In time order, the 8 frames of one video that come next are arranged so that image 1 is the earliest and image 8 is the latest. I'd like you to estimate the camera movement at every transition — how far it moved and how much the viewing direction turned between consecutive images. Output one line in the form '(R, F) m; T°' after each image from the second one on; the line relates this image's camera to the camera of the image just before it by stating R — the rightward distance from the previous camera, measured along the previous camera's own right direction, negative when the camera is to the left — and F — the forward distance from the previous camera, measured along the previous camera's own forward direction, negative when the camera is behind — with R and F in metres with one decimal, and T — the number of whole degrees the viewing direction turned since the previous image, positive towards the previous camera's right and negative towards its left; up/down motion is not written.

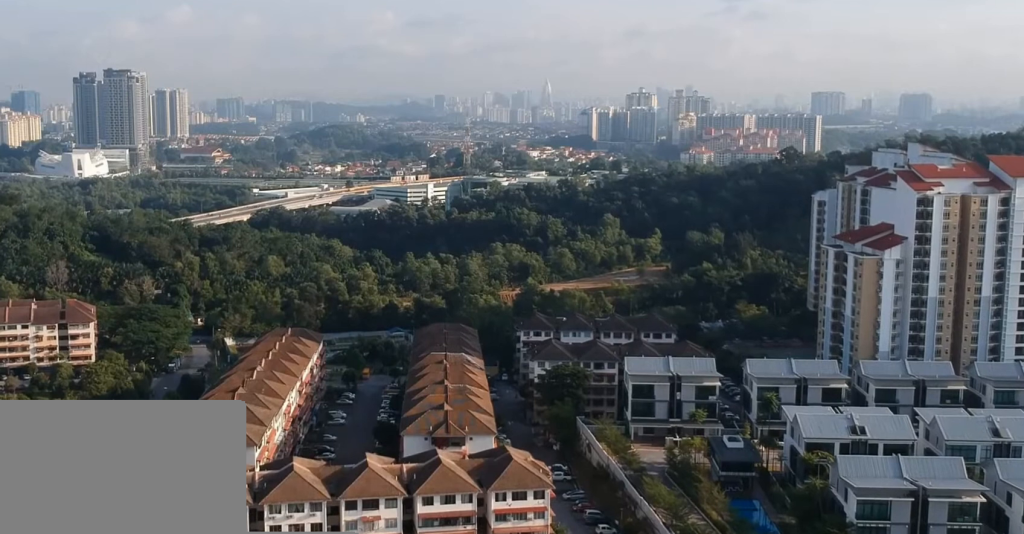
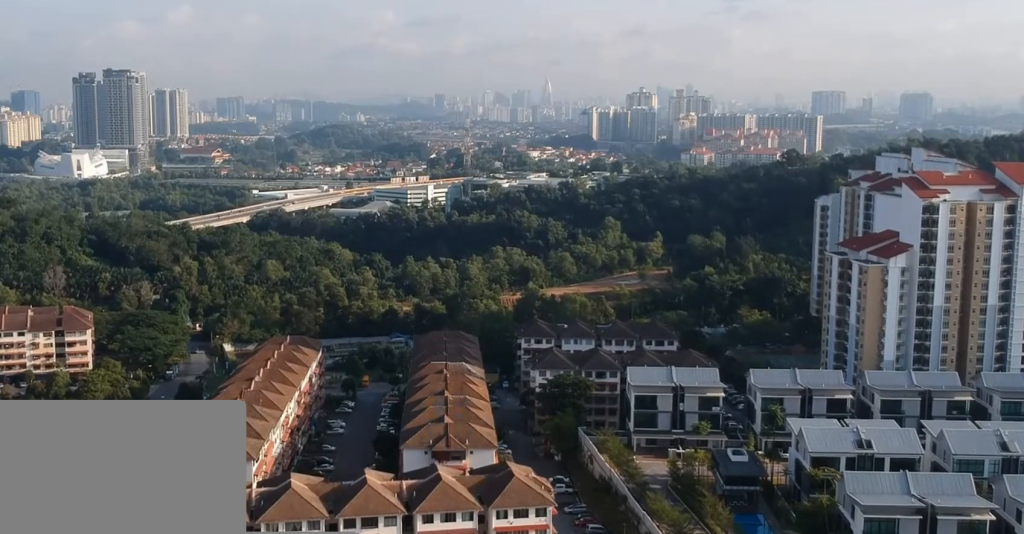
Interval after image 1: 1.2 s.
(0.0, +3.4) m; 0°
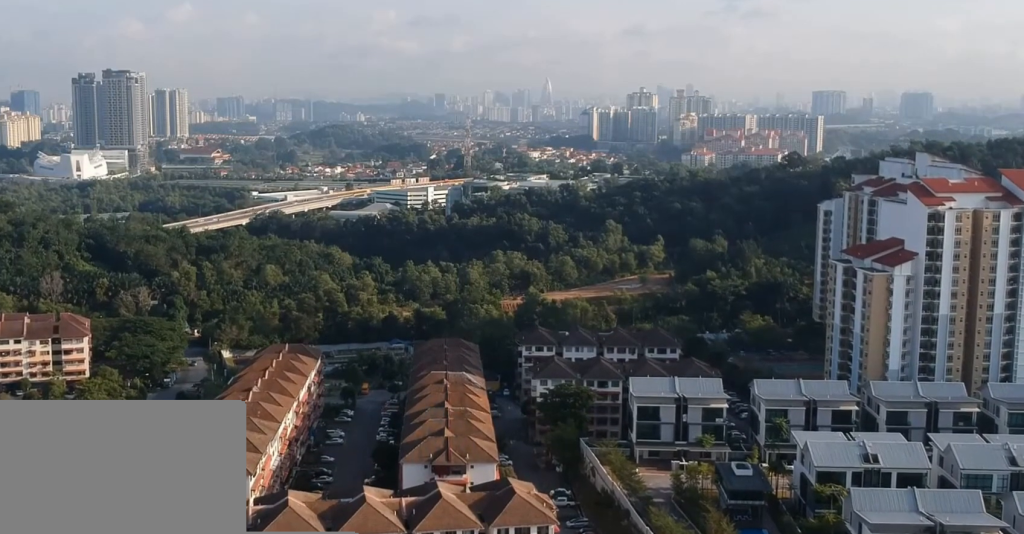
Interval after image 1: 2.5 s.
(0.0, +3.4) m; -2°
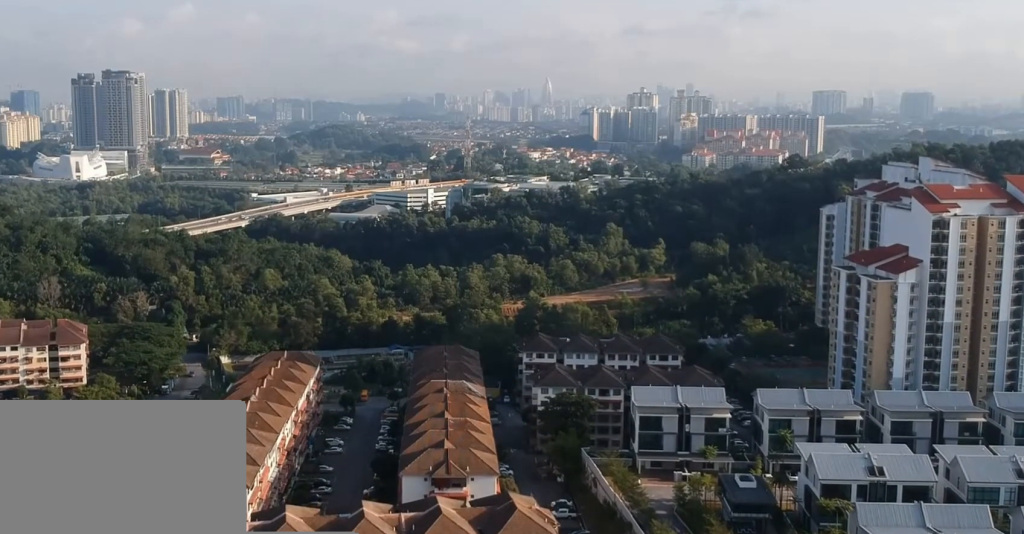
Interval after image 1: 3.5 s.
(0.0, +2.8) m; -1°
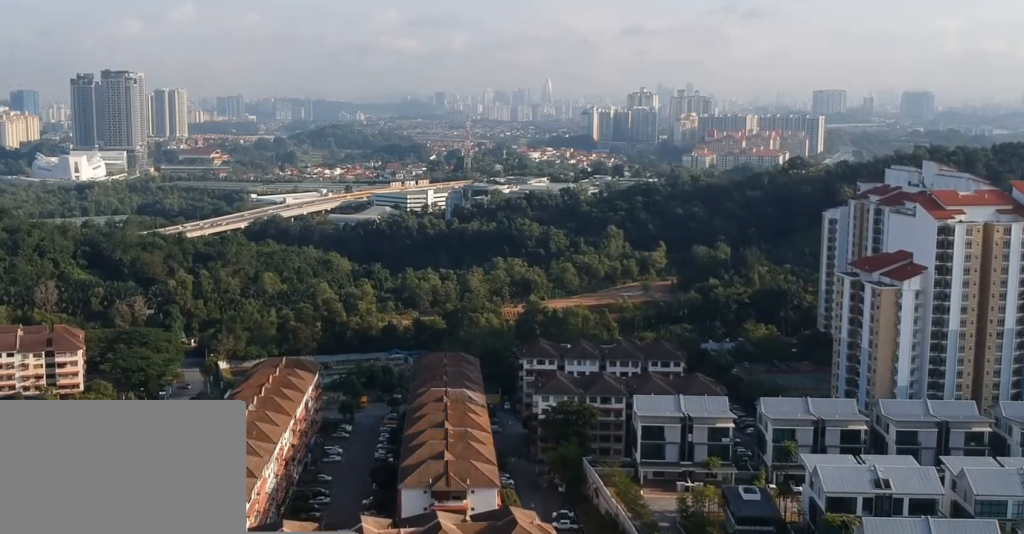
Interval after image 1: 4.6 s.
(0.0, +2.9) m; 0°
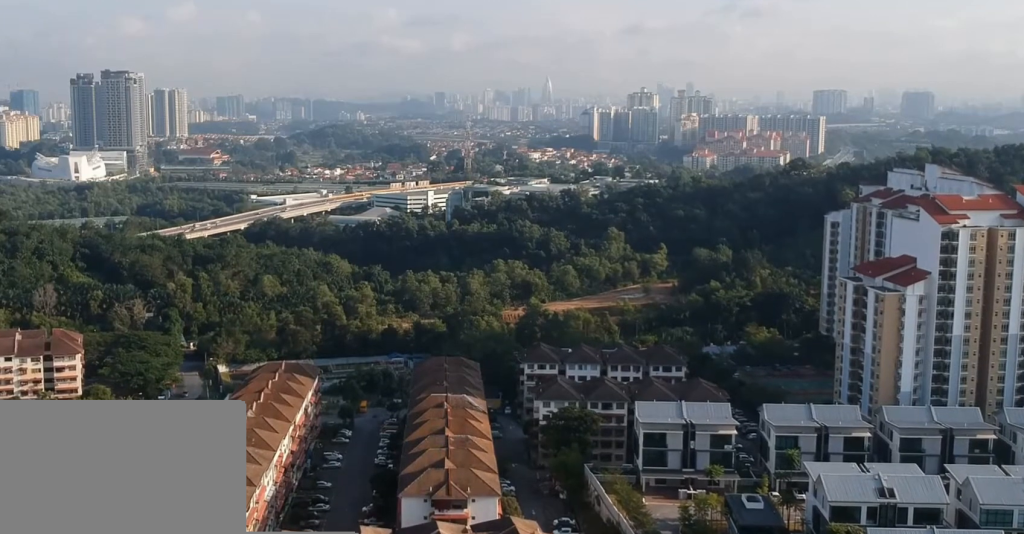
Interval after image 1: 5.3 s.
(0.0, +1.8) m; 0°
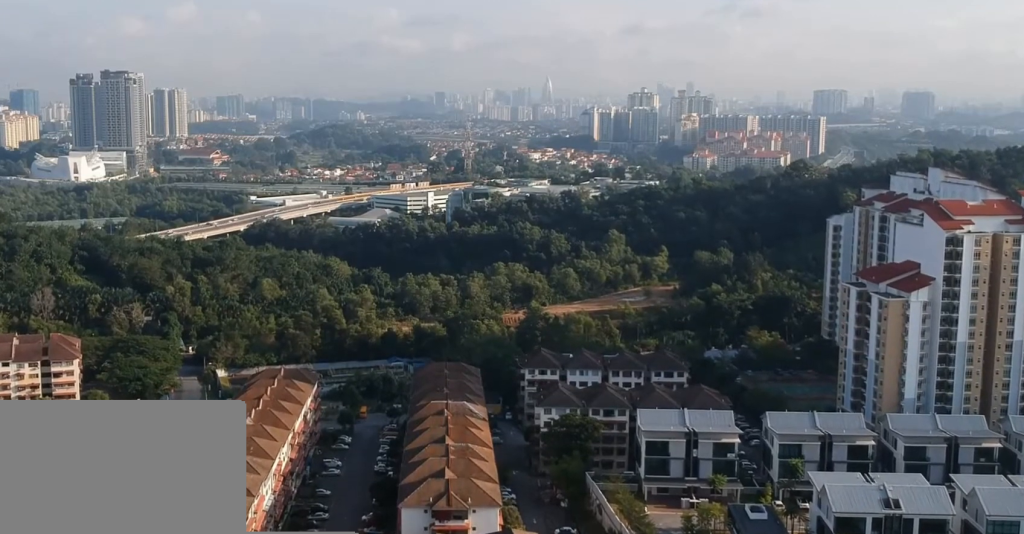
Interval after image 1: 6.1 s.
(0.0, +2.3) m; 0°
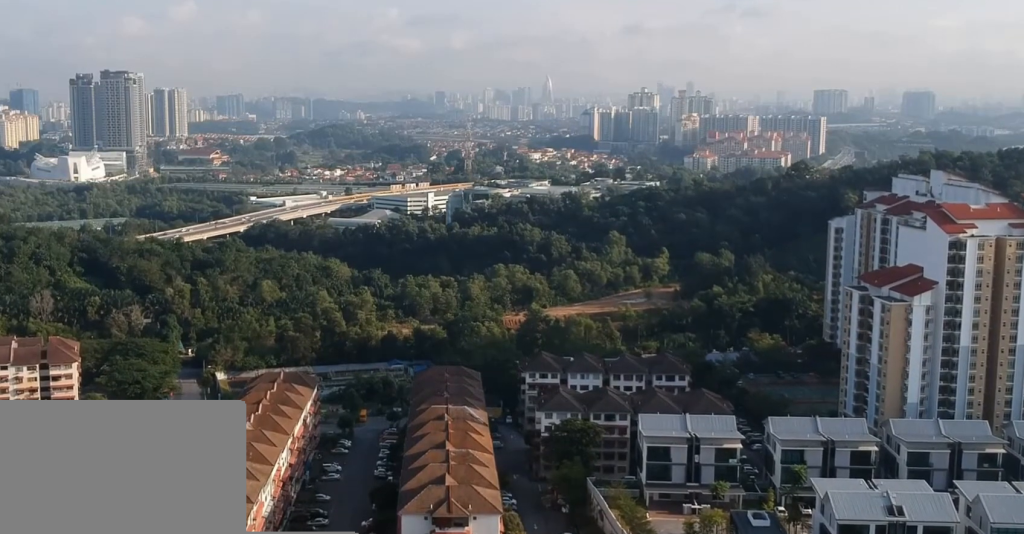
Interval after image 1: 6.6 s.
(0.0, +1.4) m; 0°
